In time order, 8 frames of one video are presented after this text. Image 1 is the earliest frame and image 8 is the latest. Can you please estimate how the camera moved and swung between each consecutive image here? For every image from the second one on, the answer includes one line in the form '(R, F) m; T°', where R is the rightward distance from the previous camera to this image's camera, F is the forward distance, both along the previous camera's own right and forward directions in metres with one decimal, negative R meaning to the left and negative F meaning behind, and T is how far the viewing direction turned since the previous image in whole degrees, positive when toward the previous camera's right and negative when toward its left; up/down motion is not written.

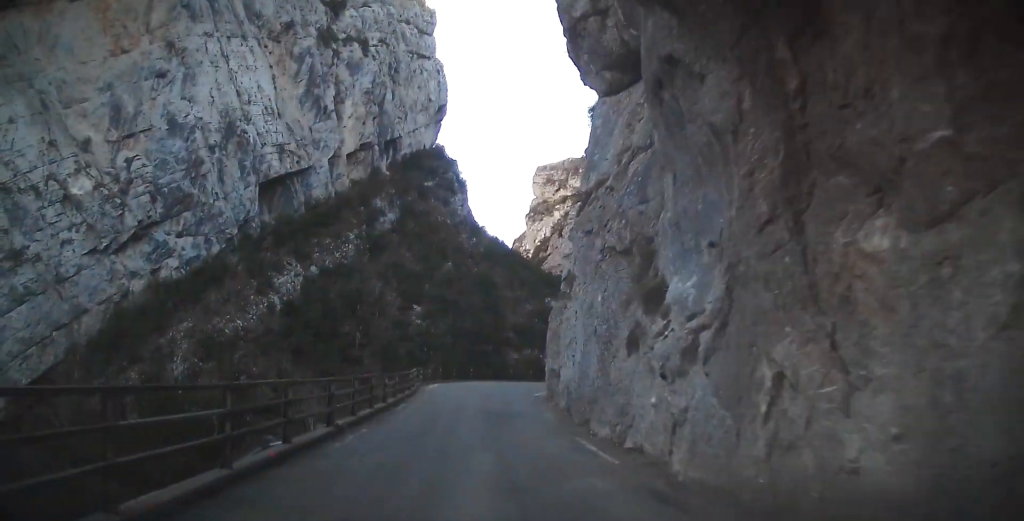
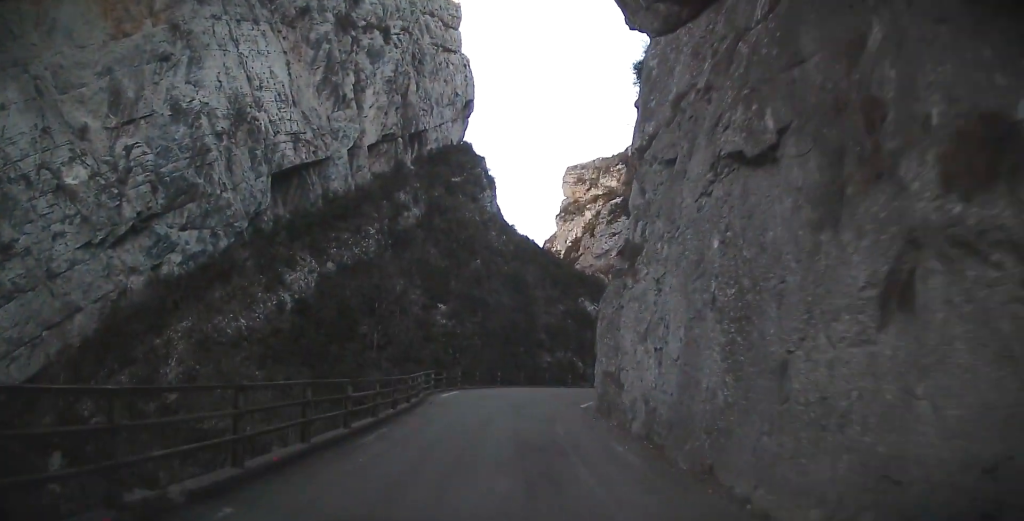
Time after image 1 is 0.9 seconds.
(-0.2, +7.8) m; -5°
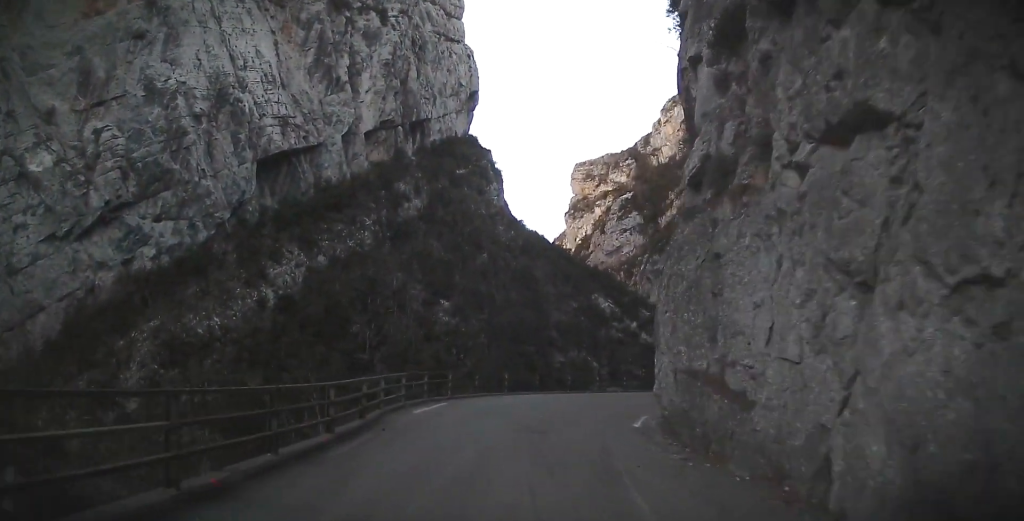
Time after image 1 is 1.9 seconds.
(-0.7, +9.2) m; -13°
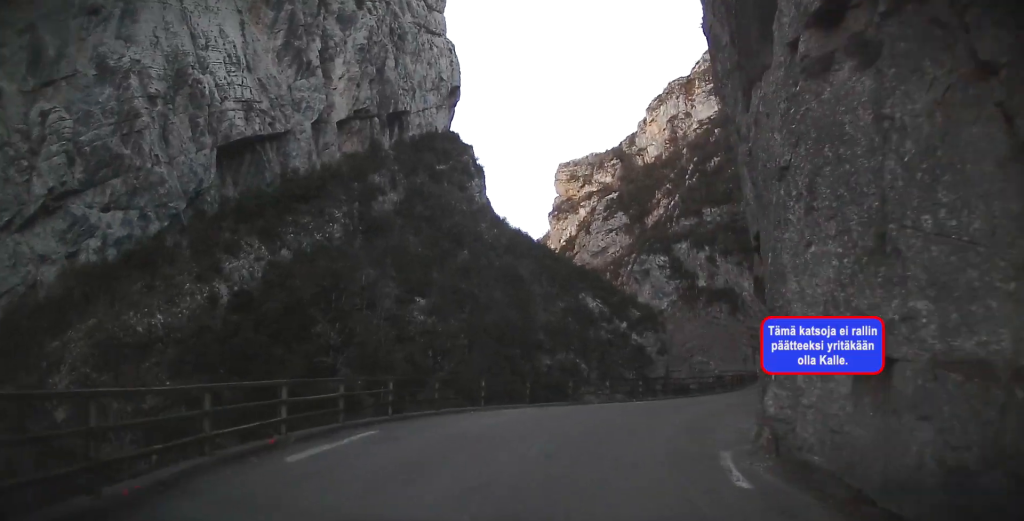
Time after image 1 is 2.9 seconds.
(-1.5, +9.9) m; -14°
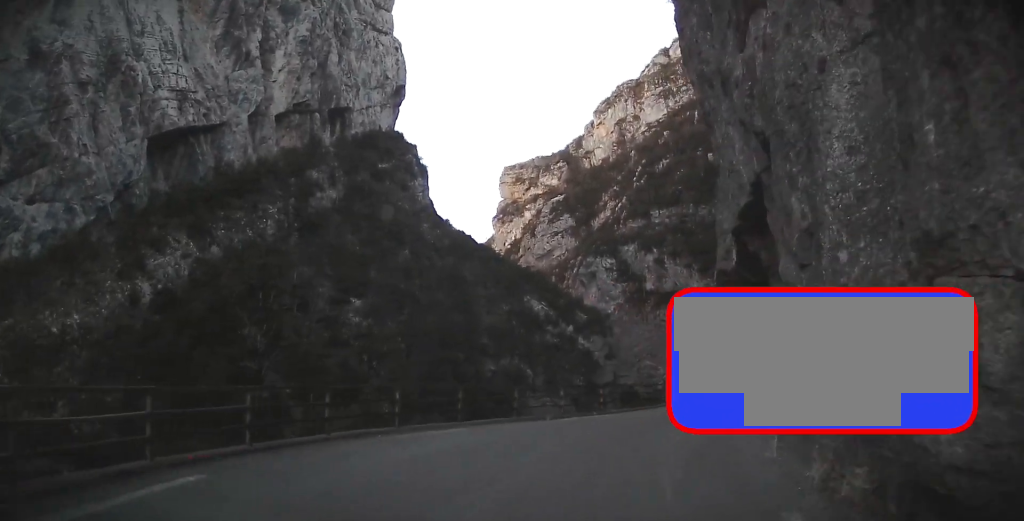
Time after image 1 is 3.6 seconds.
(-0.3, +6.9) m; -6°
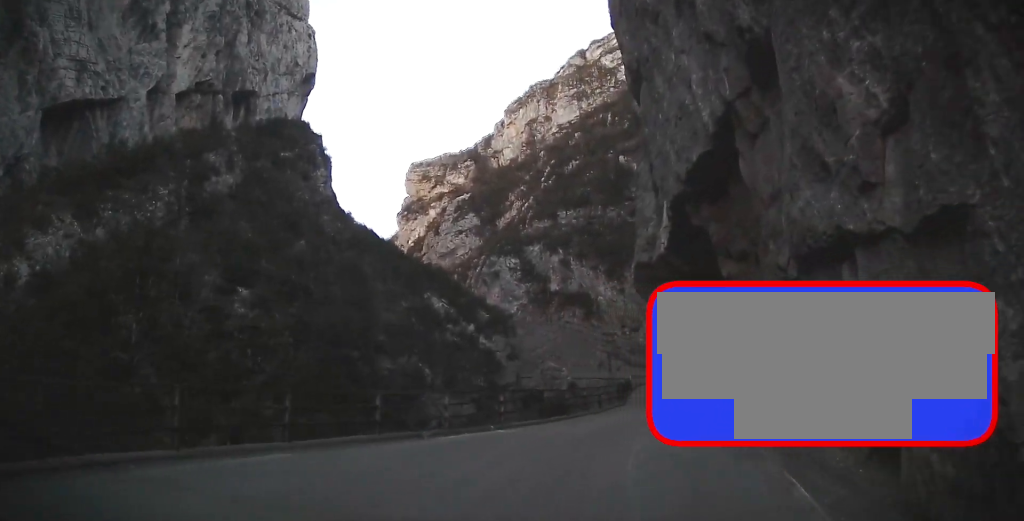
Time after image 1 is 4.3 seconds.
(-0.6, +7.4) m; -3°
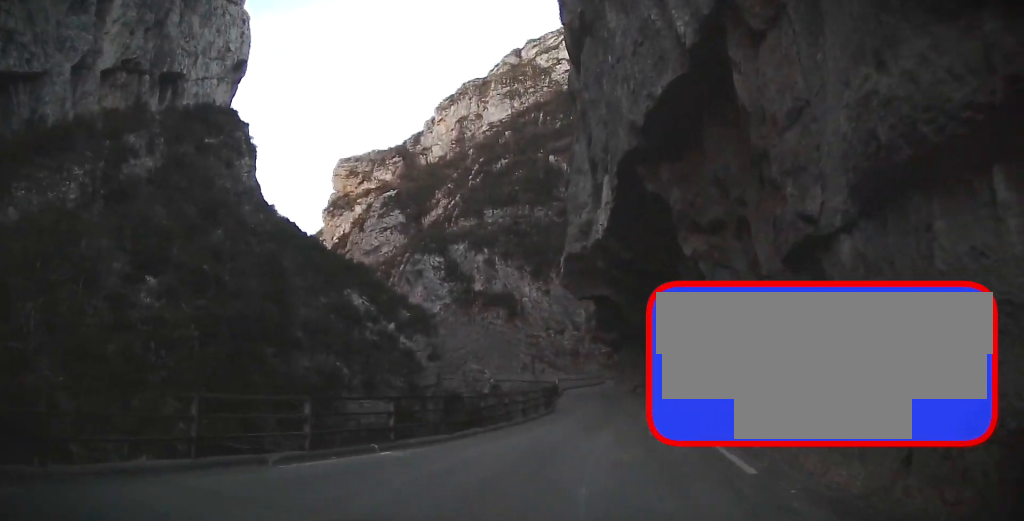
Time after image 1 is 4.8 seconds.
(0.0, +5.5) m; 0°
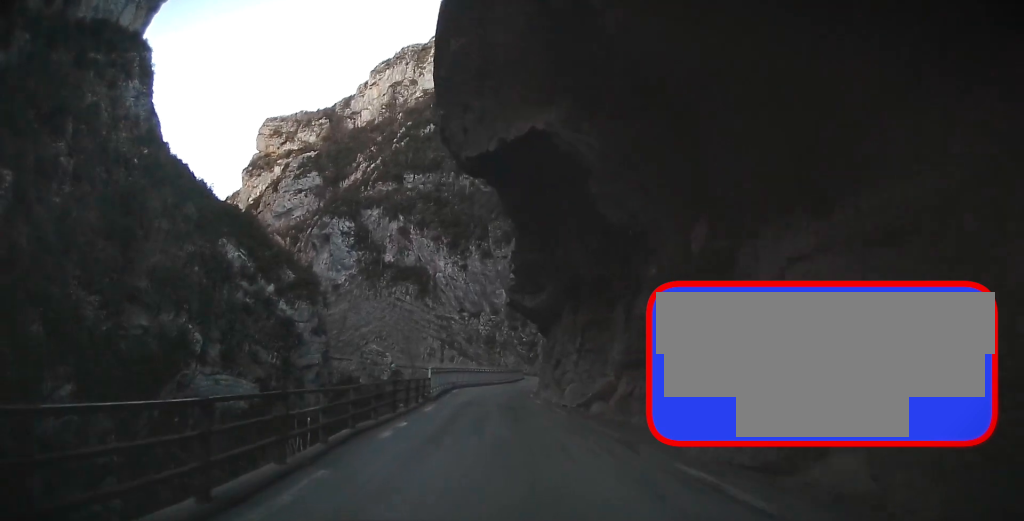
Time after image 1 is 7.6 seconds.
(+1.6, +27.6) m; +7°
